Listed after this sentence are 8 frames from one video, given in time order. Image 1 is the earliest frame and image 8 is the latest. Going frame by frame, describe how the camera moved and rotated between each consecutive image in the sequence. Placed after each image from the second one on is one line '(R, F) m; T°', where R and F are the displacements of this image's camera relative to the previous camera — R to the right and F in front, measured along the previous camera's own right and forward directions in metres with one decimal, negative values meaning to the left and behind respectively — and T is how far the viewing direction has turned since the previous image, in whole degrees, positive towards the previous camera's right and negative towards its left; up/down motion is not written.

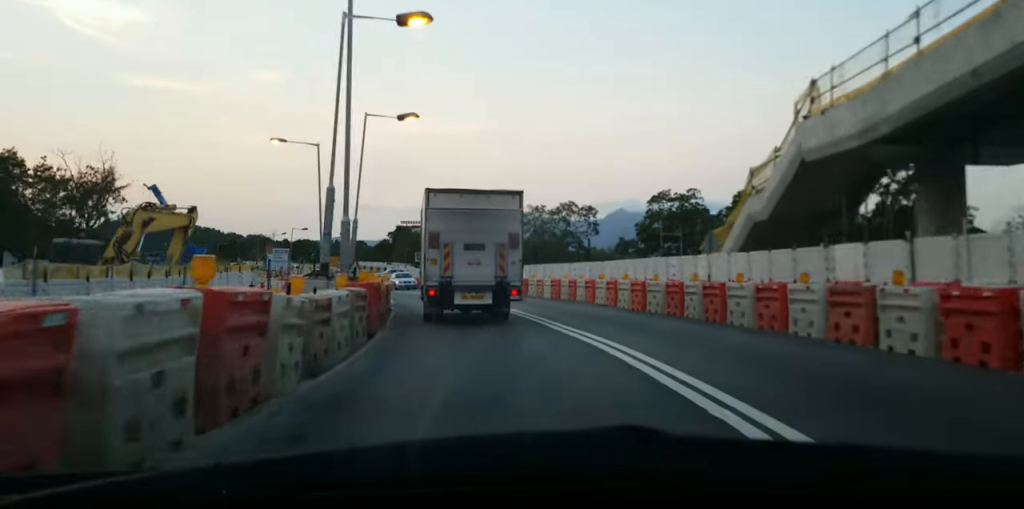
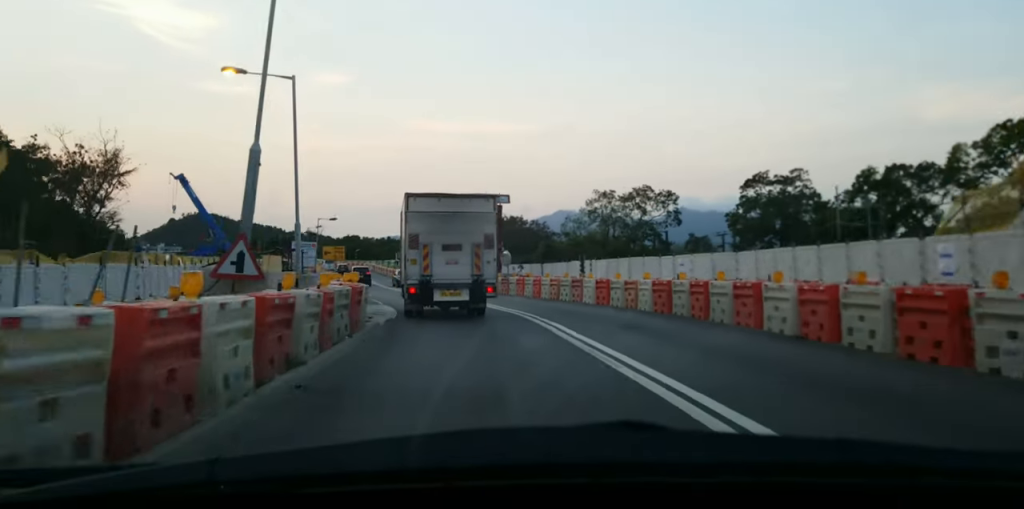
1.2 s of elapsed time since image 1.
(-0.6, +14.2) m; -5°
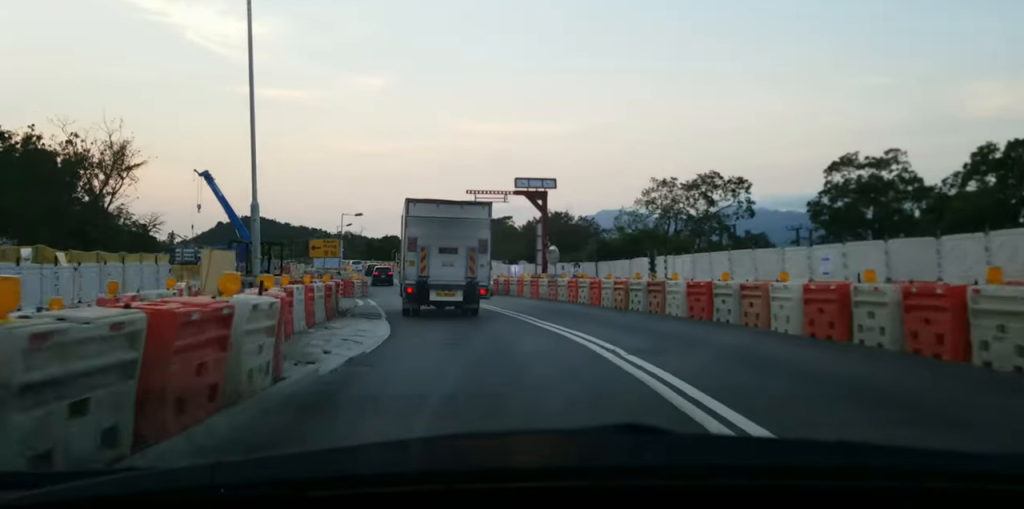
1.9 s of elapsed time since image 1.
(-0.2, +8.7) m; -2°
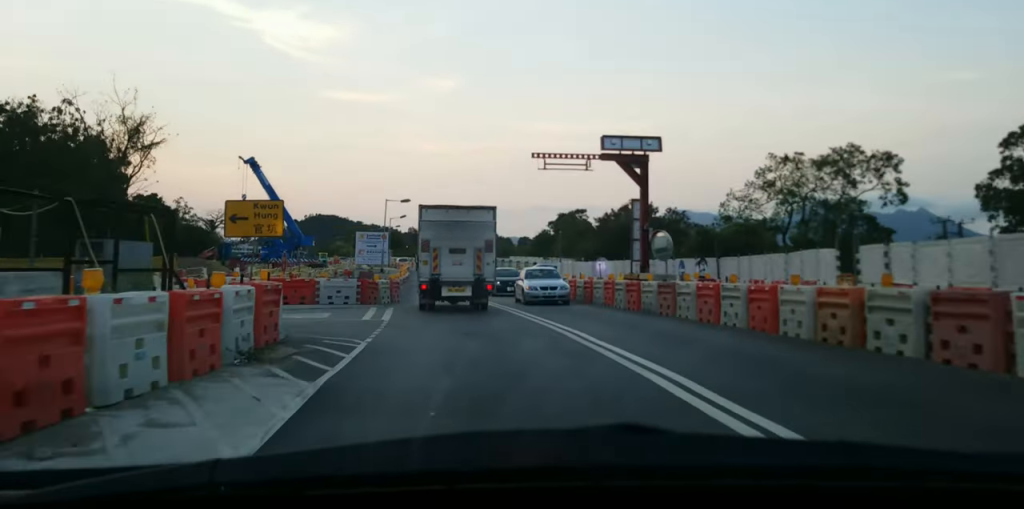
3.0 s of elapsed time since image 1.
(-0.1, +12.7) m; -3°
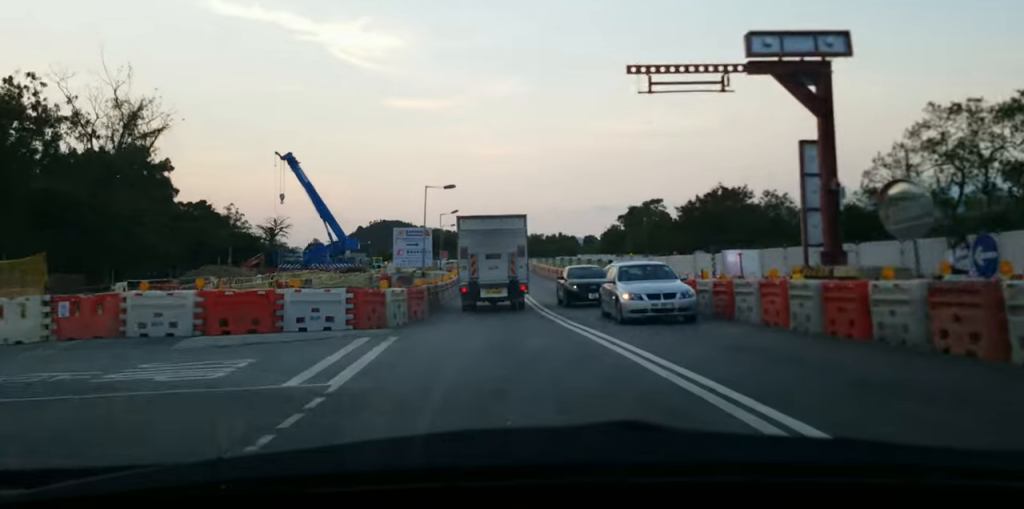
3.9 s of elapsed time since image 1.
(-0.5, +11.7) m; -5°
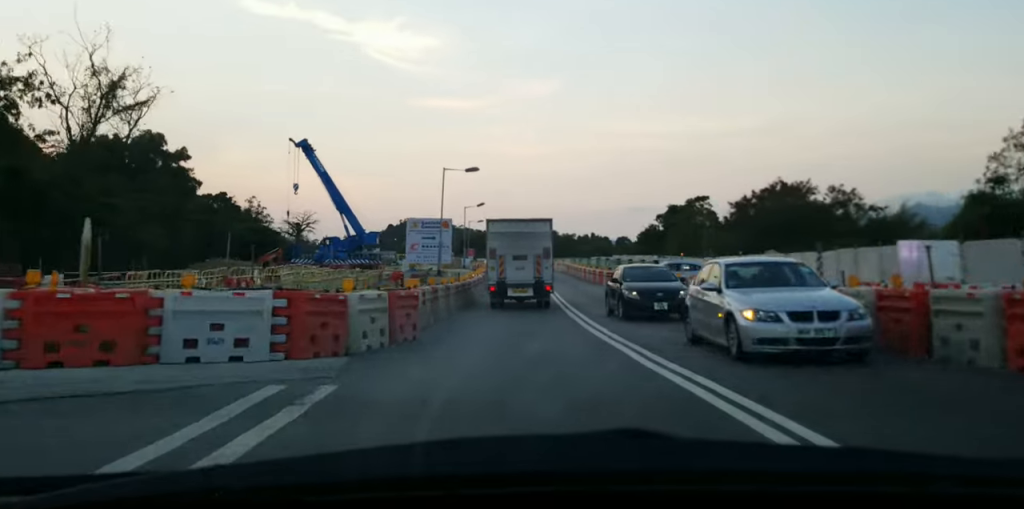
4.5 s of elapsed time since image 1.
(-0.3, +7.3) m; -3°
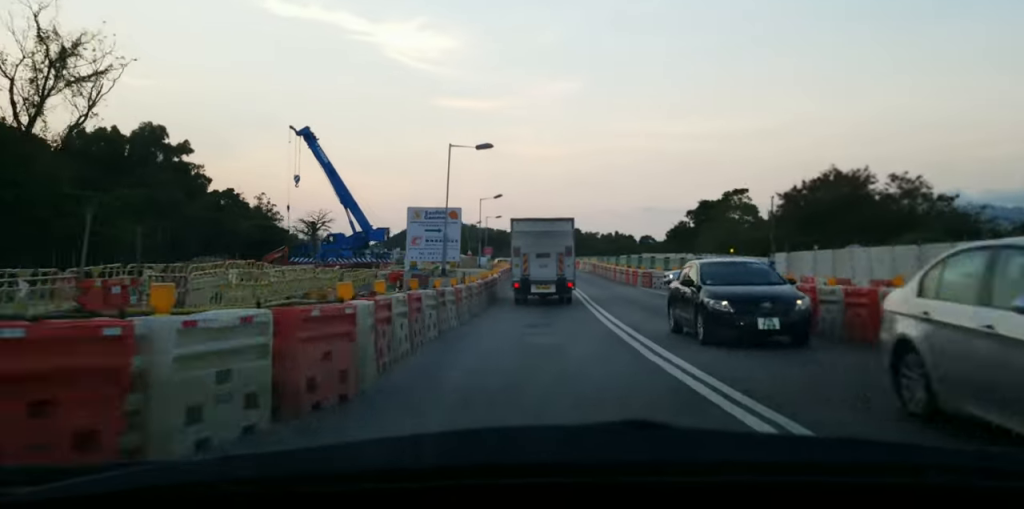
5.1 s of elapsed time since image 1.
(-0.2, +6.9) m; -2°
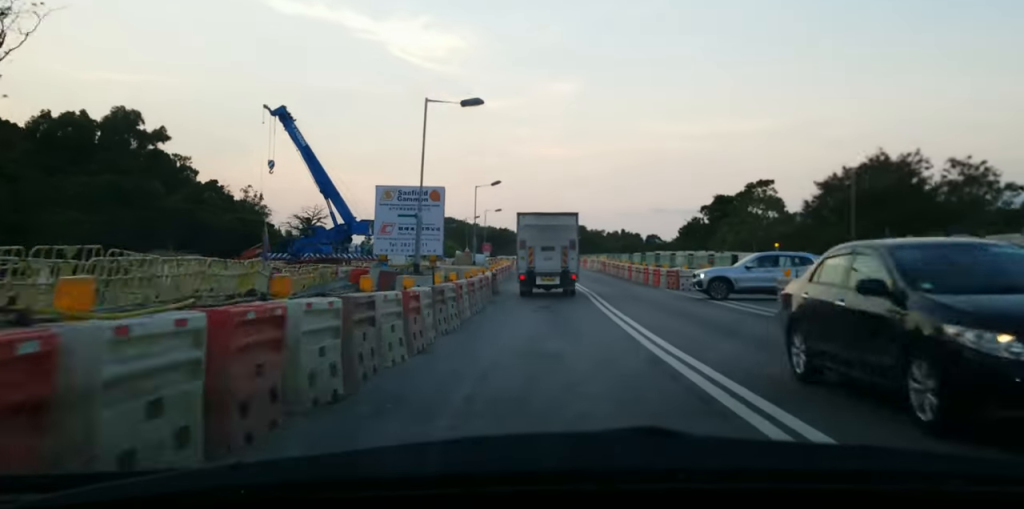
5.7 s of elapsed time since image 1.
(-0.1, +7.5) m; -2°
